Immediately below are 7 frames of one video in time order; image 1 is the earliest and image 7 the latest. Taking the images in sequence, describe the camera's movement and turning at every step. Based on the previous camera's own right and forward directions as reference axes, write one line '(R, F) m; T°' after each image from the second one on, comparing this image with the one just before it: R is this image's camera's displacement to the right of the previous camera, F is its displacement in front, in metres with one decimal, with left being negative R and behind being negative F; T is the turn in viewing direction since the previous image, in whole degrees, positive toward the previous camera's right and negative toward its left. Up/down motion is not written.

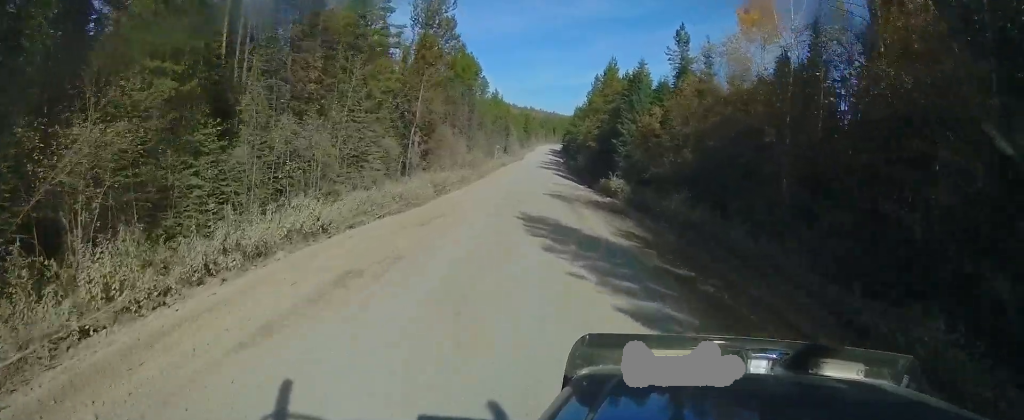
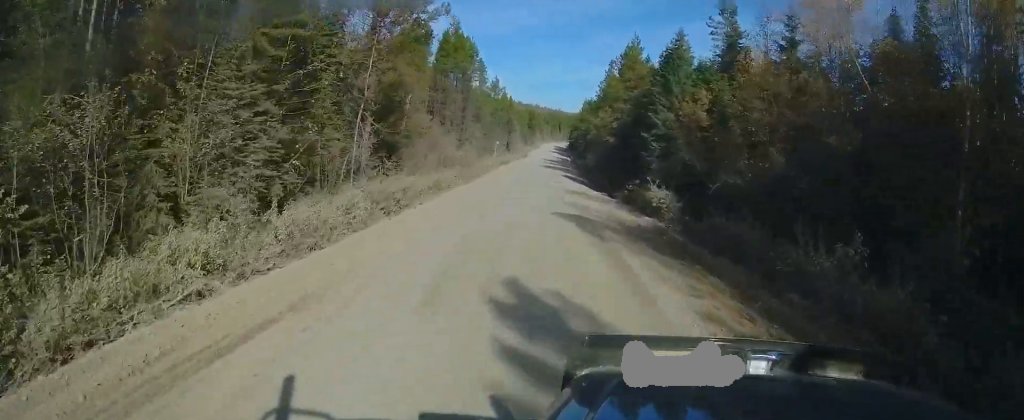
(0.0, +14.4) m; -1°
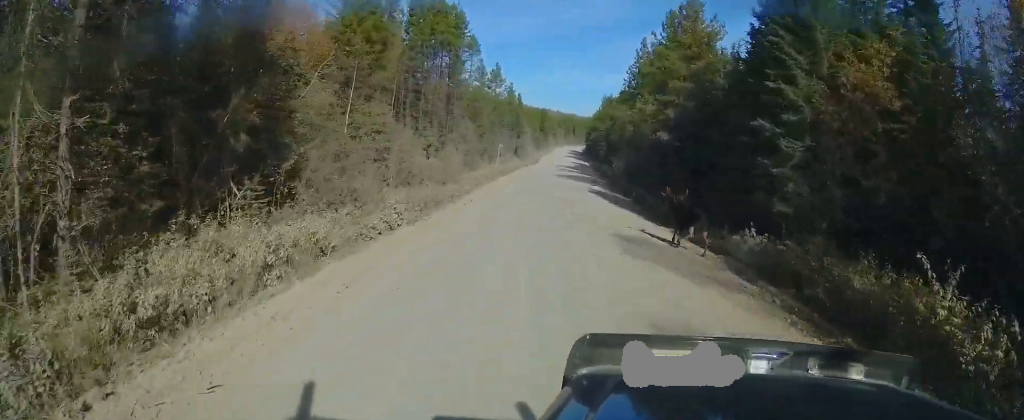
(-0.4, +21.7) m; -1°
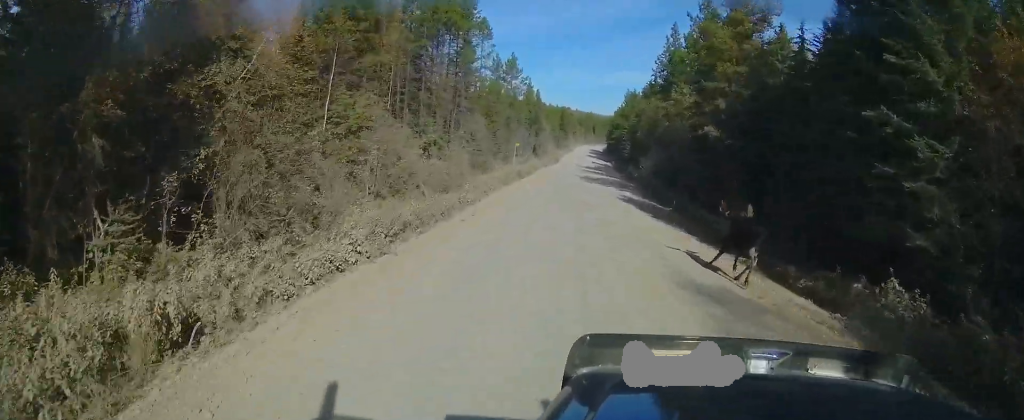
(+0.1, +7.6) m; 0°
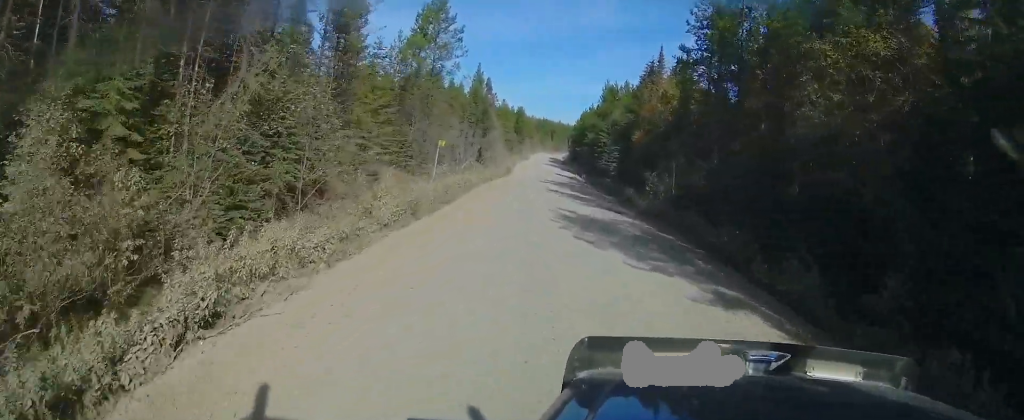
(+0.9, +35.2) m; +5°
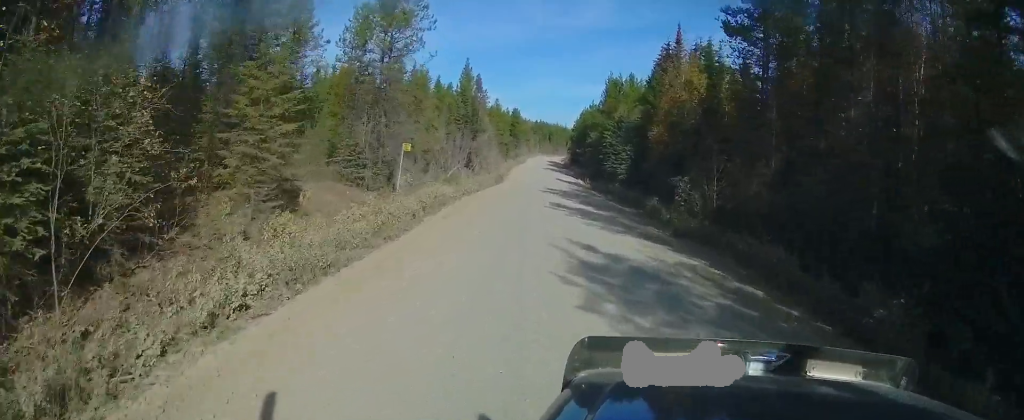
(+0.2, +11.8) m; 0°
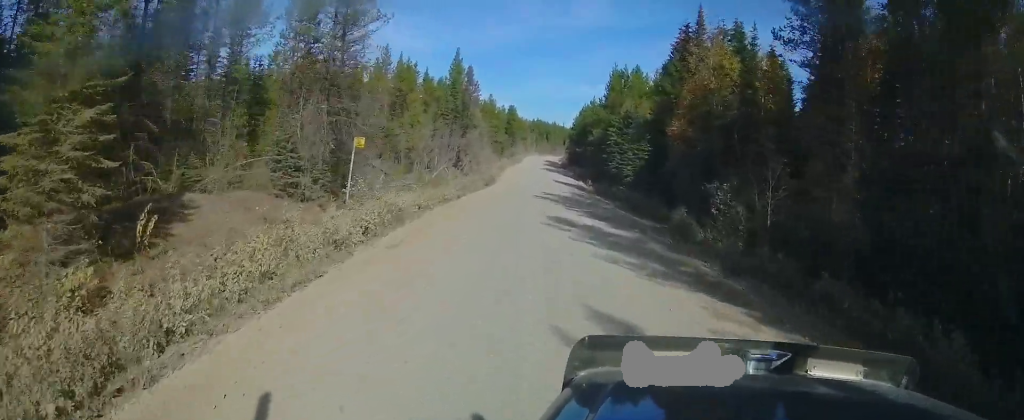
(0.0, +8.9) m; 0°
